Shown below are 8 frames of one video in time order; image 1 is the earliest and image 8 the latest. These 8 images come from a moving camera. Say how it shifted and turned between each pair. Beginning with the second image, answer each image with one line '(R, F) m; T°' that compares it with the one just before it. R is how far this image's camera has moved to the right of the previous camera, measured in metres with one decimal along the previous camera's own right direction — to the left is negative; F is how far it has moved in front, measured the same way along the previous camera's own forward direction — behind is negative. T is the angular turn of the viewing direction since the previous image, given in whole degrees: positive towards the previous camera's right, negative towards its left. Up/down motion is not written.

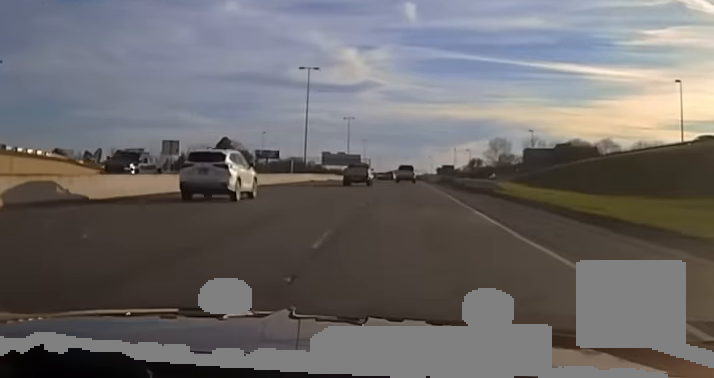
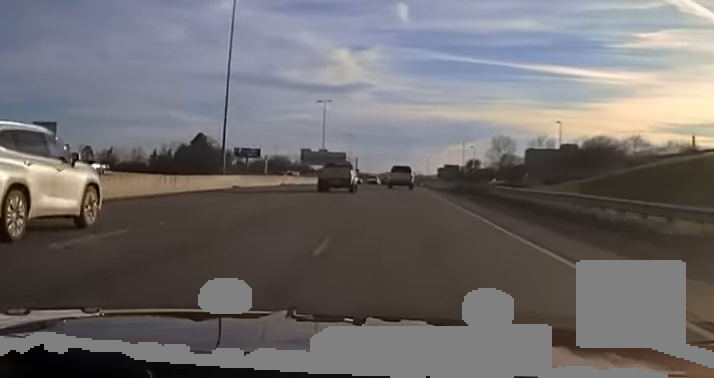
(+0.5, +34.1) m; +2°
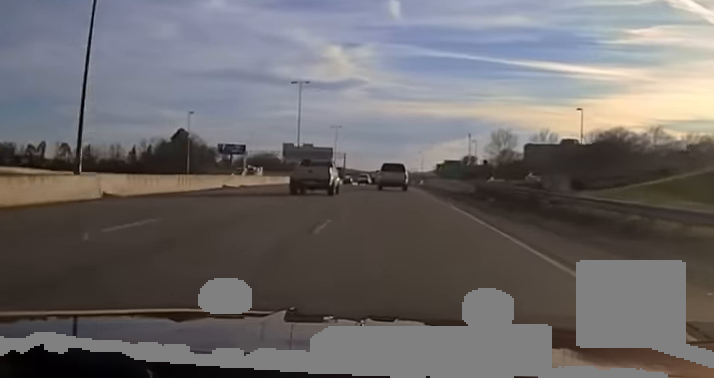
(+0.1, +19.6) m; +1°
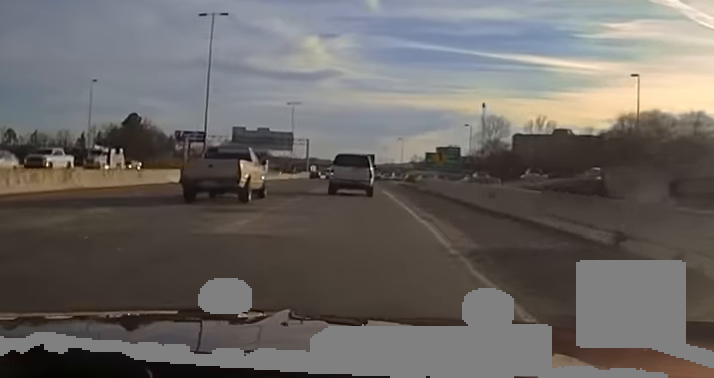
(+0.4, +36.9) m; 0°
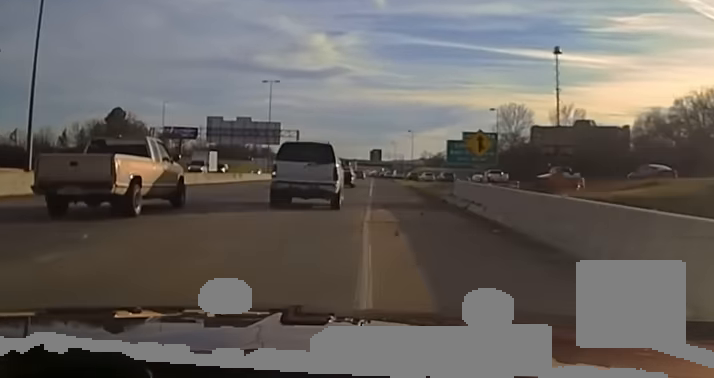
(-0.1, +30.6) m; 0°
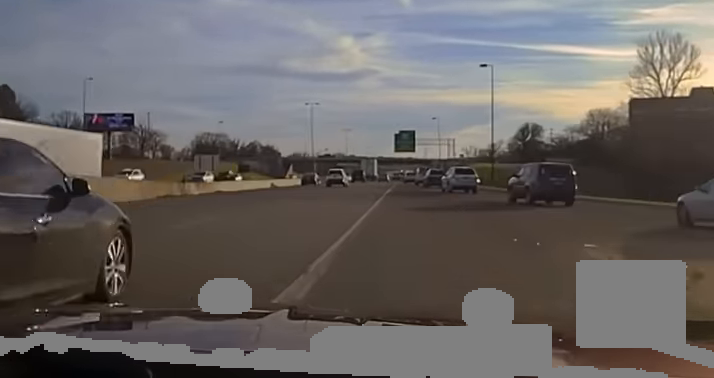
(-3.0, +125.0) m; -3°
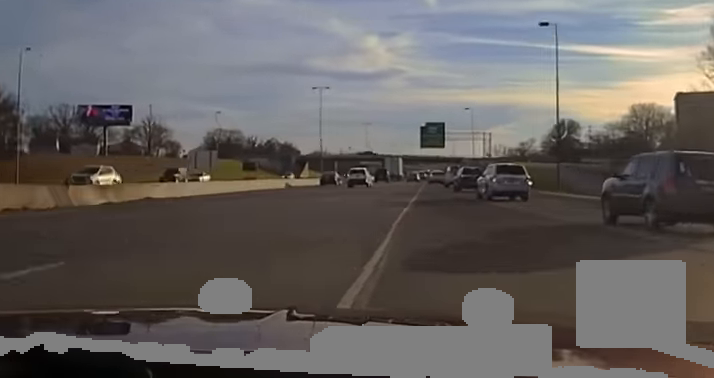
(-0.1, +19.7) m; 0°
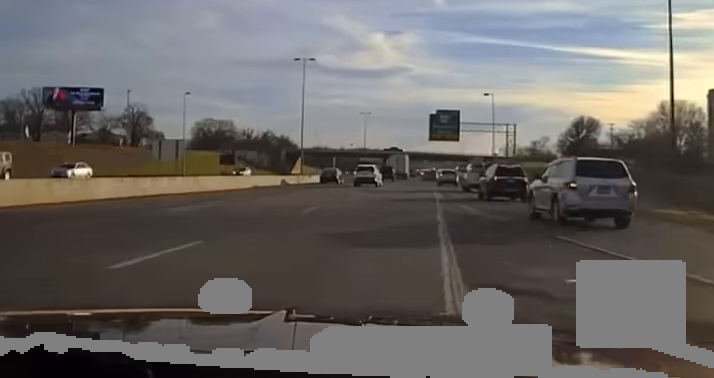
(-0.1, +20.5) m; 0°
